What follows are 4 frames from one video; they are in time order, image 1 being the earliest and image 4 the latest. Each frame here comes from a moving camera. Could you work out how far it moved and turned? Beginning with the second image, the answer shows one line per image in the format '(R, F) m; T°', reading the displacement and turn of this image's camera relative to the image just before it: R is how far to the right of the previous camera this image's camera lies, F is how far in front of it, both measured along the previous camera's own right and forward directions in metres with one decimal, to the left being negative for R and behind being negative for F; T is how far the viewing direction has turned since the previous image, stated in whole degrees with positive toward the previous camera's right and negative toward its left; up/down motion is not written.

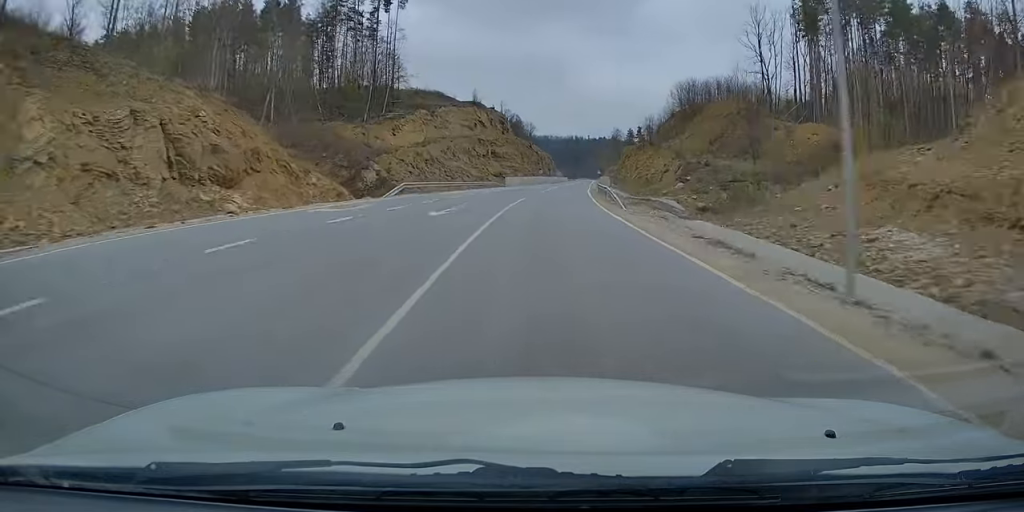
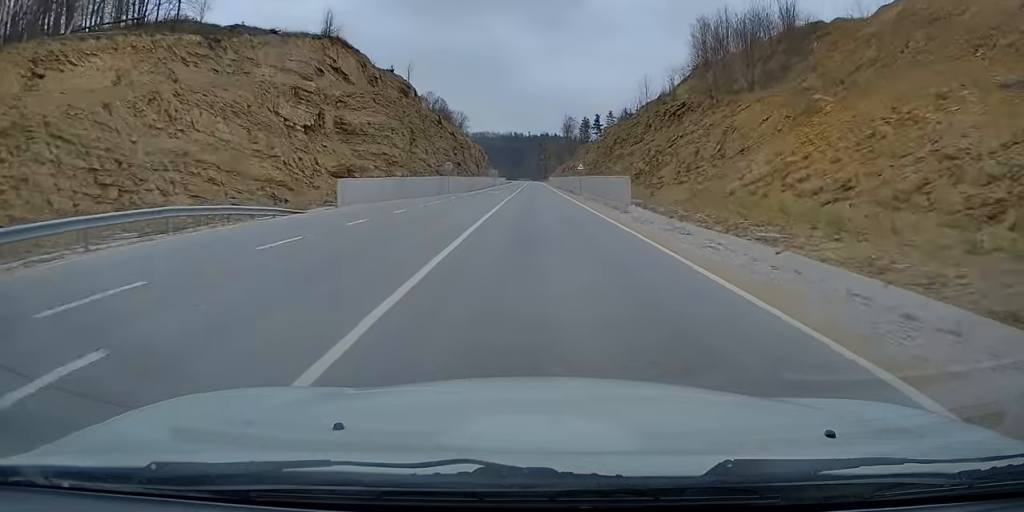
(+4.4, +69.4) m; +5°
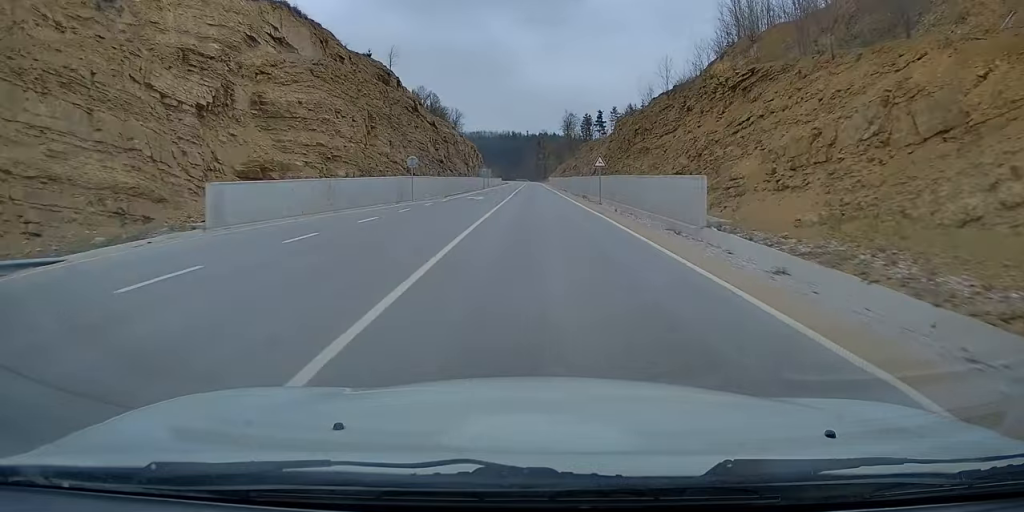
(0.0, +16.6) m; 0°
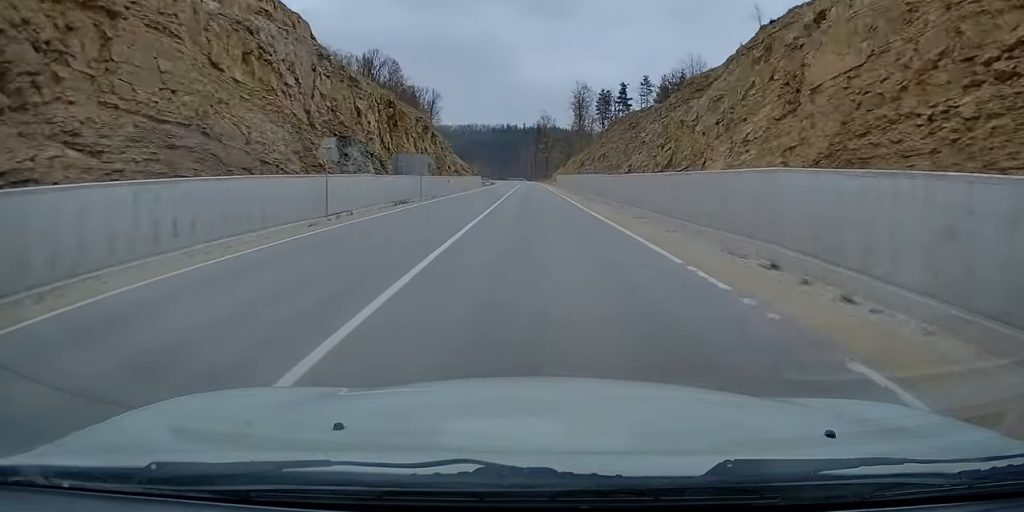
(-0.2, +67.5) m; 0°
